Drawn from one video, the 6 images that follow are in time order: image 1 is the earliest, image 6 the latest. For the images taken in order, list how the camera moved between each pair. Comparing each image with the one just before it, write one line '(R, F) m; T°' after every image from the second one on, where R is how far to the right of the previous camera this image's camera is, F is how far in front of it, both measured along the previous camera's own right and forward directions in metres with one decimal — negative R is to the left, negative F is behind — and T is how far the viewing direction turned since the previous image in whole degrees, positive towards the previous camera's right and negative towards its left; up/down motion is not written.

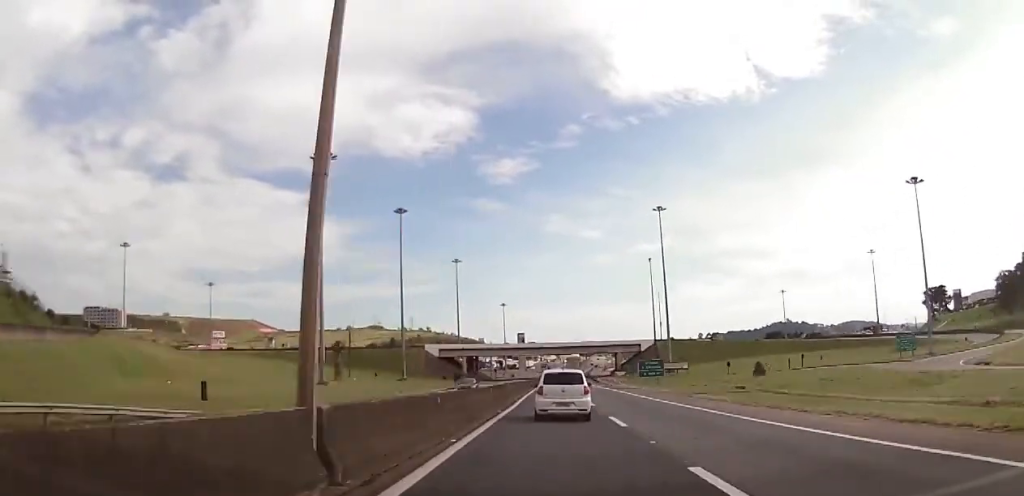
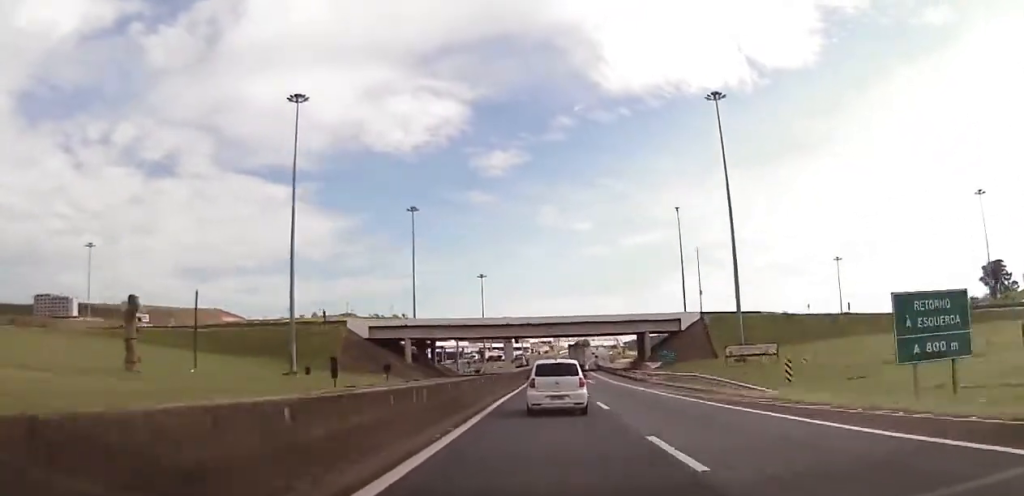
(+0.3, +60.5) m; 0°
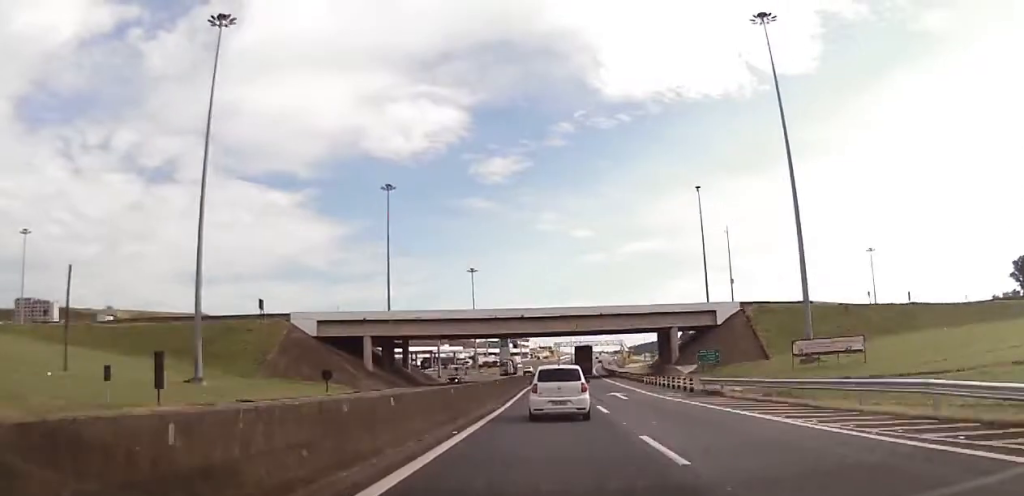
(-0.5, +24.7) m; 0°
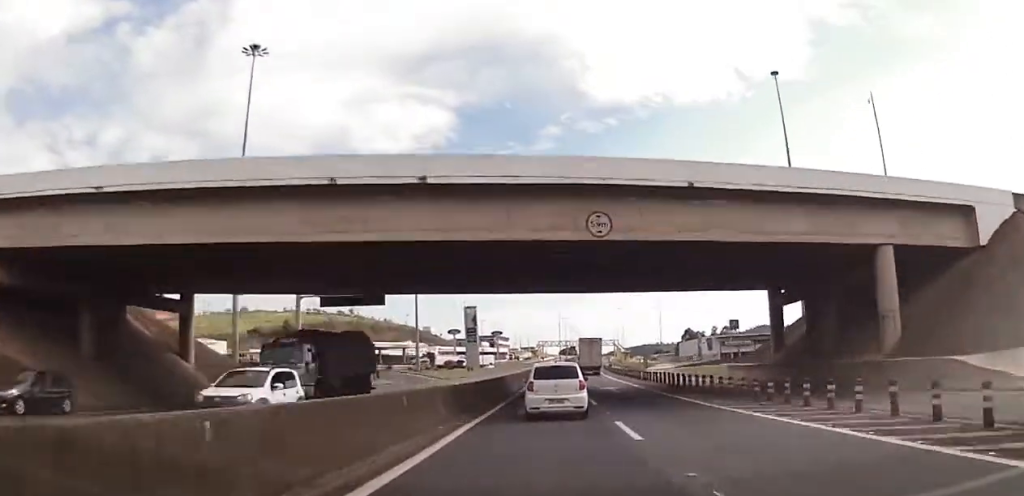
(+1.0, +60.1) m; +1°
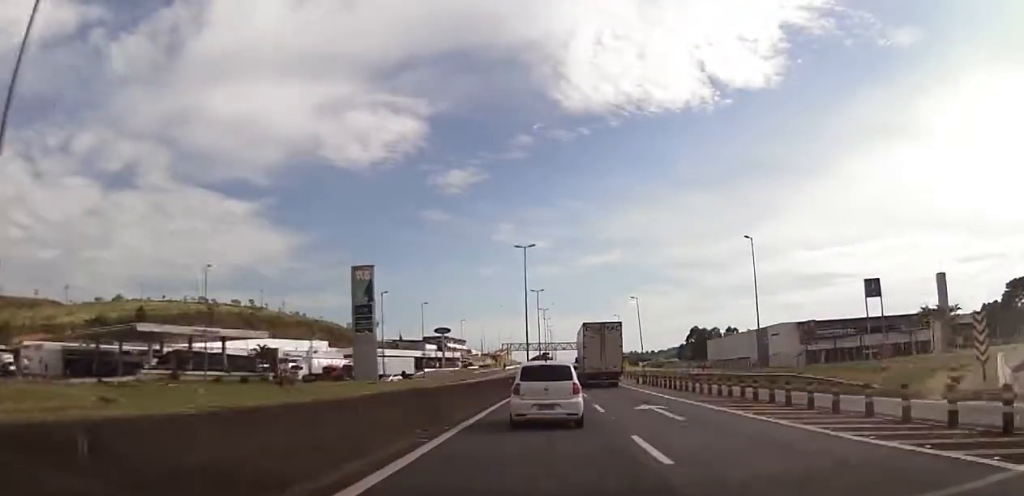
(+1.8, +91.5) m; +3°
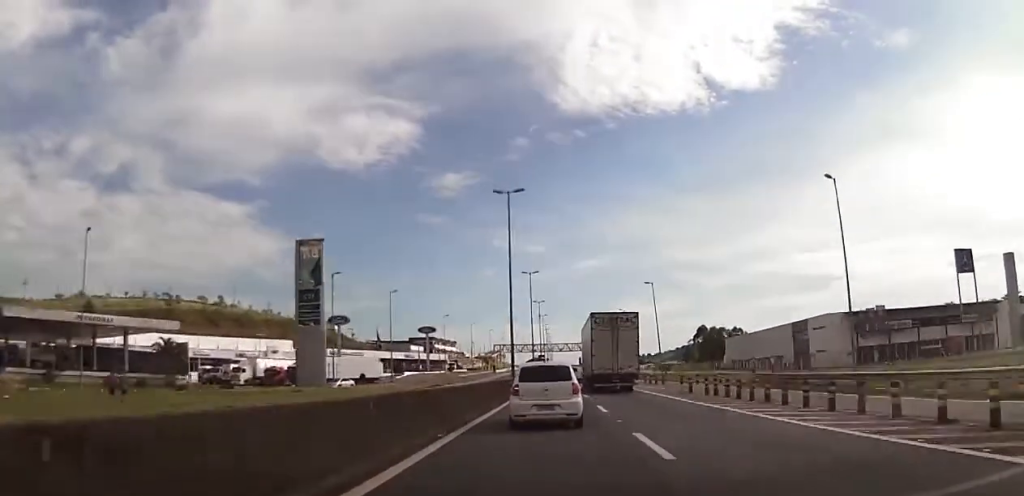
(-0.2, +23.6) m; 0°
